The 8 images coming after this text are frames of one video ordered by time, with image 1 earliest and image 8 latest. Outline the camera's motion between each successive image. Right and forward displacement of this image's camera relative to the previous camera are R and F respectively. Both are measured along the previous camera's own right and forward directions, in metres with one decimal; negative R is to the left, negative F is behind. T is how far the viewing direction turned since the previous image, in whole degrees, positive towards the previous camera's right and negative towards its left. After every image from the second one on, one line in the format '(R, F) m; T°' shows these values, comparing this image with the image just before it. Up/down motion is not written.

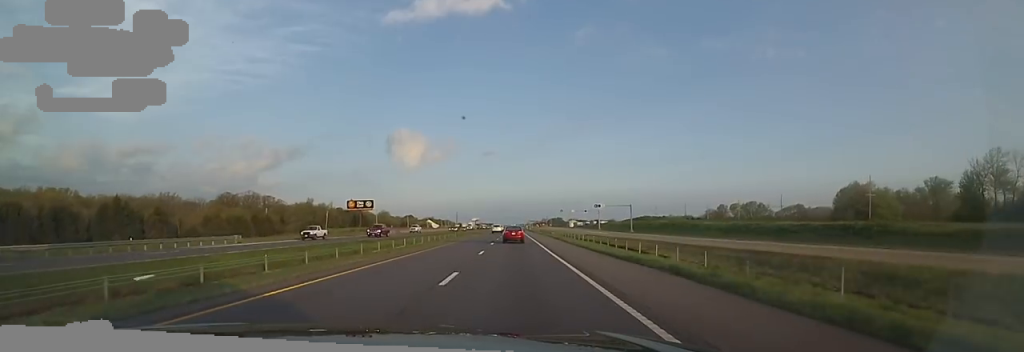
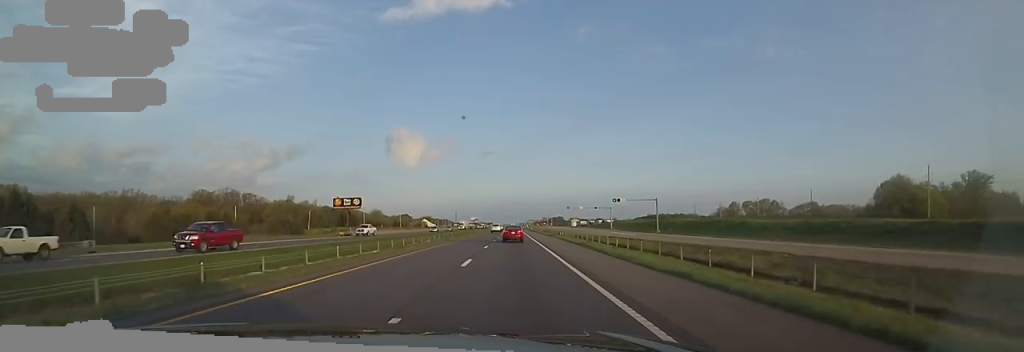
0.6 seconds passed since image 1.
(+0.4, +19.8) m; 0°
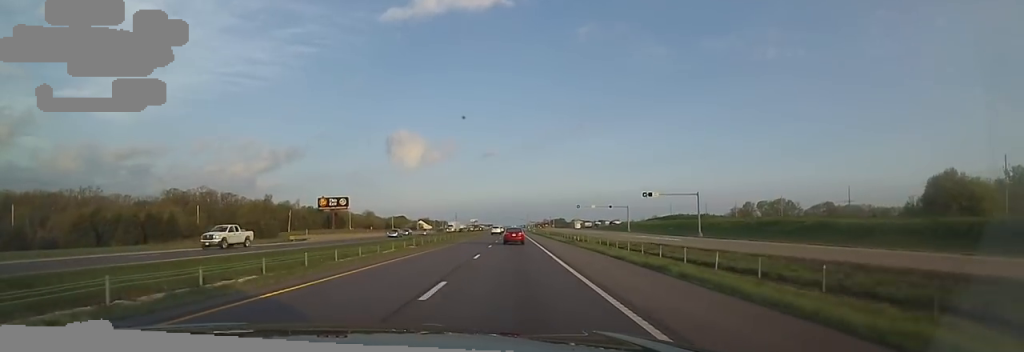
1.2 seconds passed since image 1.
(-0.8, +19.7) m; 0°
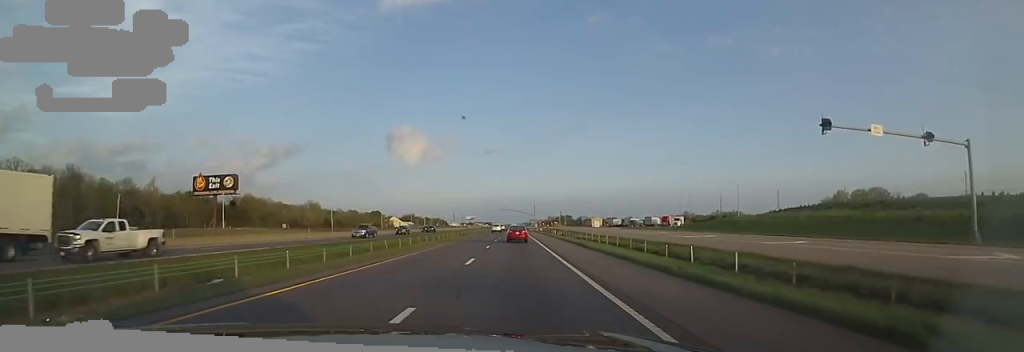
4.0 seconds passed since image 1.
(0.0, +89.0) m; -1°
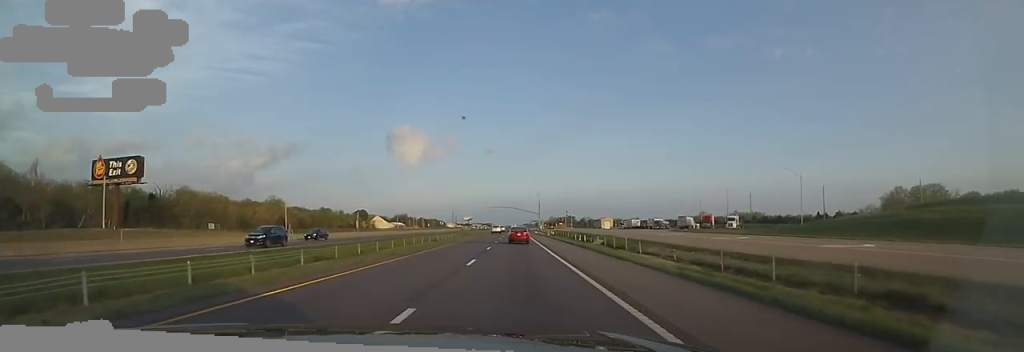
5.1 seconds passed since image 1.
(+0.8, +36.3) m; +2°
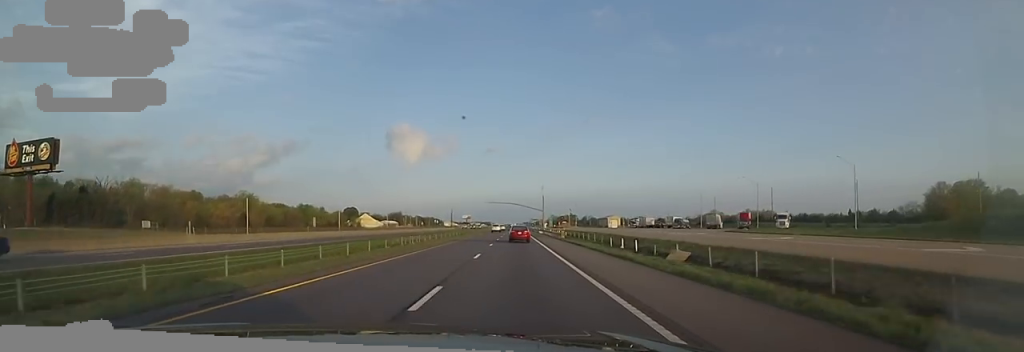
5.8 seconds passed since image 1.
(+0.2, +21.2) m; 0°
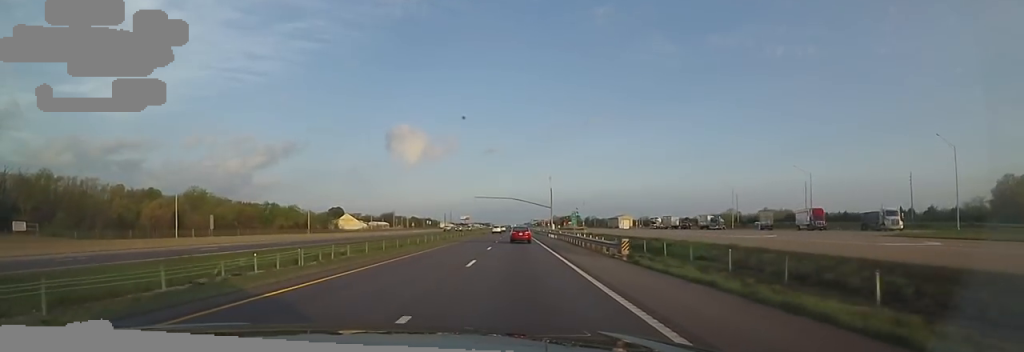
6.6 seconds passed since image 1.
(-0.4, +27.6) m; -1°
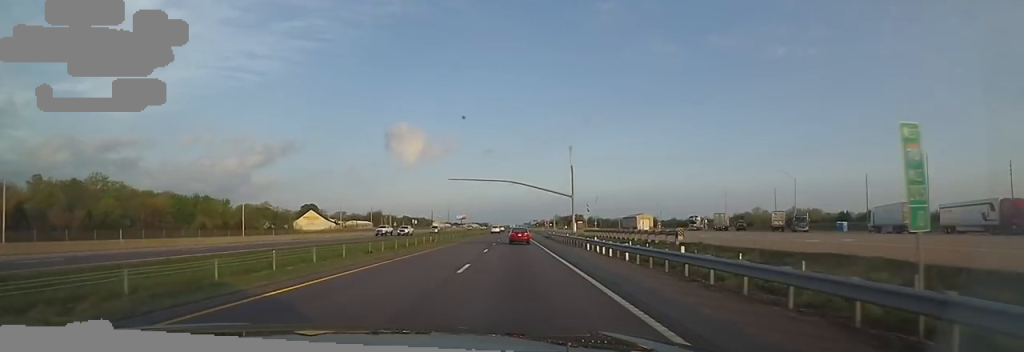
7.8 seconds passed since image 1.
(-0.2, +39.0) m; +1°
